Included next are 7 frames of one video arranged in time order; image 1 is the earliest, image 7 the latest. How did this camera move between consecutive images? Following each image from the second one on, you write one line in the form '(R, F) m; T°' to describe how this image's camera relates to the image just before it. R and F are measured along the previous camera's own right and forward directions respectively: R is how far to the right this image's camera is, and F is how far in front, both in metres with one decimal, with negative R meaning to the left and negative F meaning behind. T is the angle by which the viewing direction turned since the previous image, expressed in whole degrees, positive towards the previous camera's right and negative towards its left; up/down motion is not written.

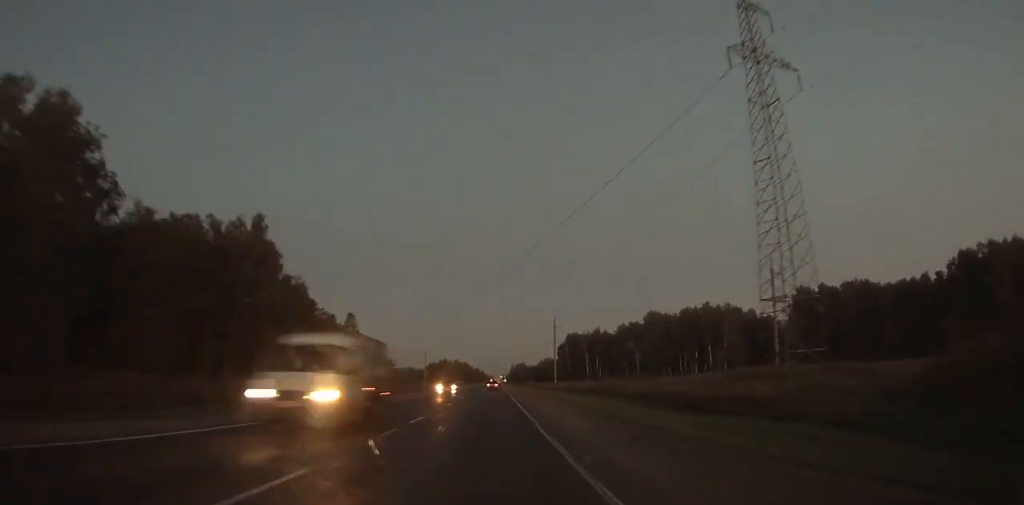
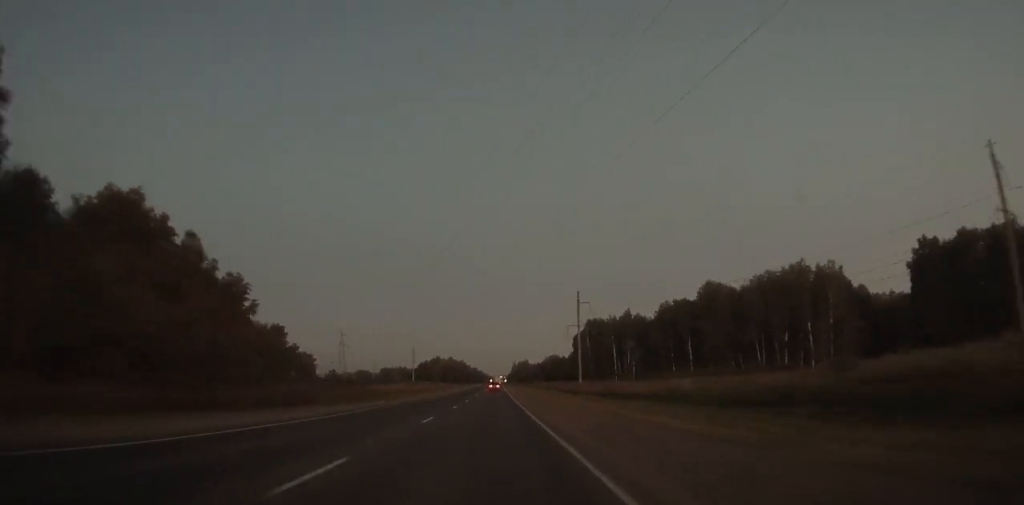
(-0.1, +60.0) m; 0°
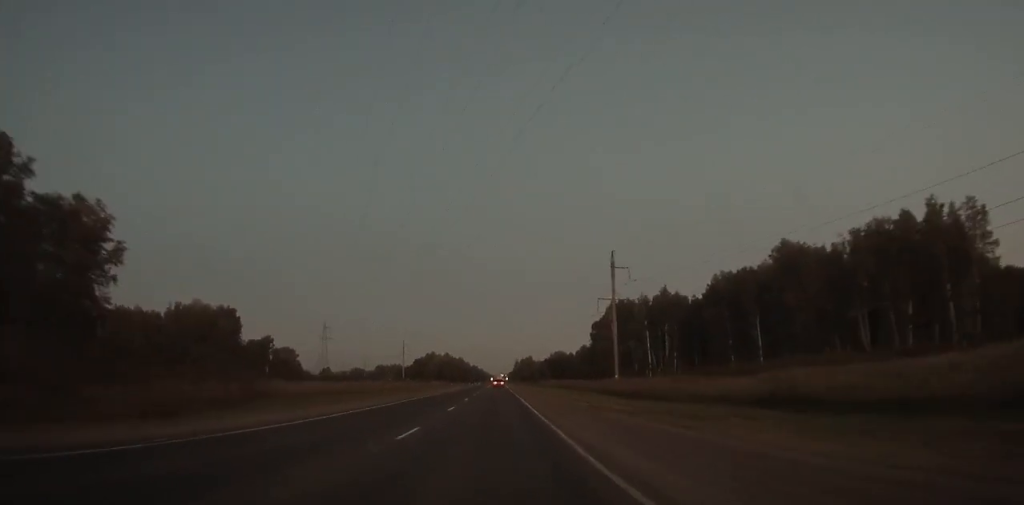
(-0.1, +43.0) m; 0°
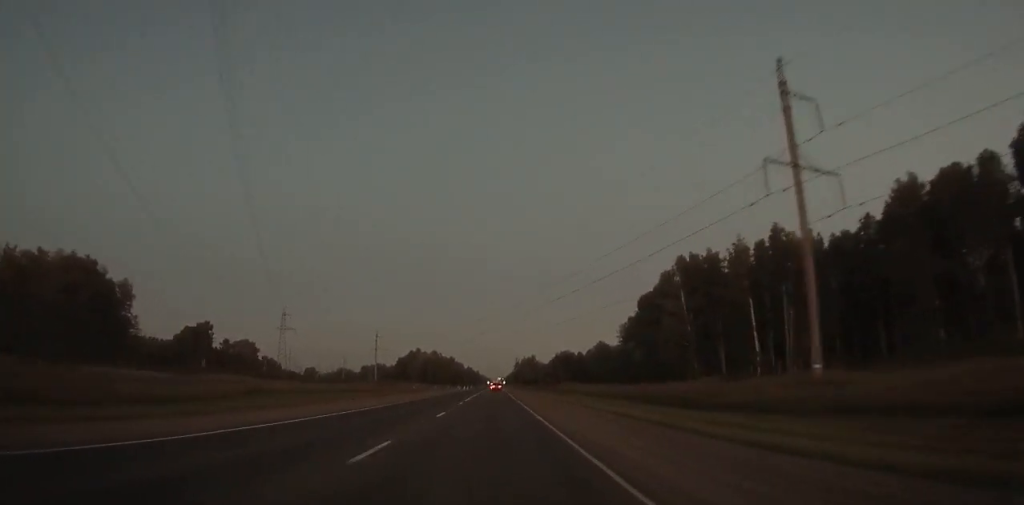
(0.0, +65.0) m; 0°
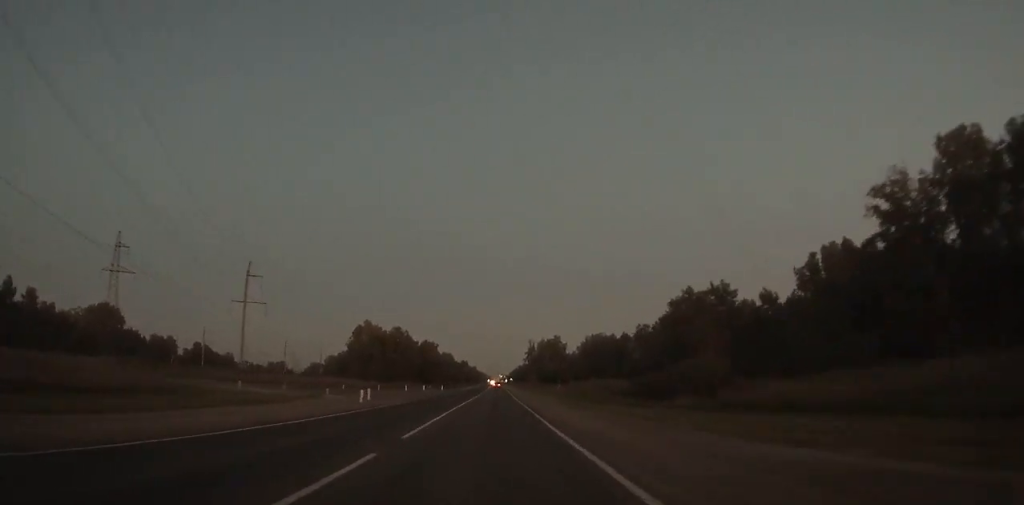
(+0.1, +134.6) m; 0°
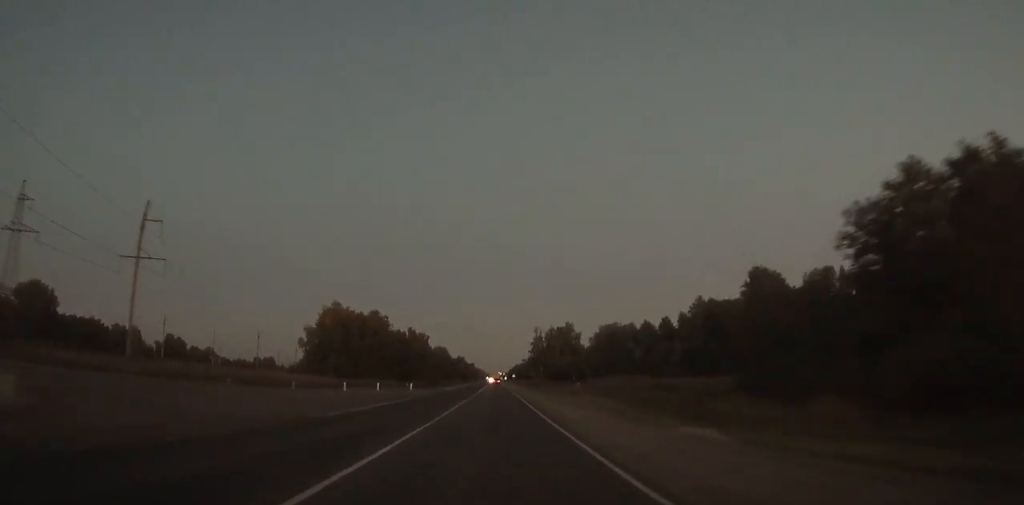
(0.0, +38.7) m; 0°
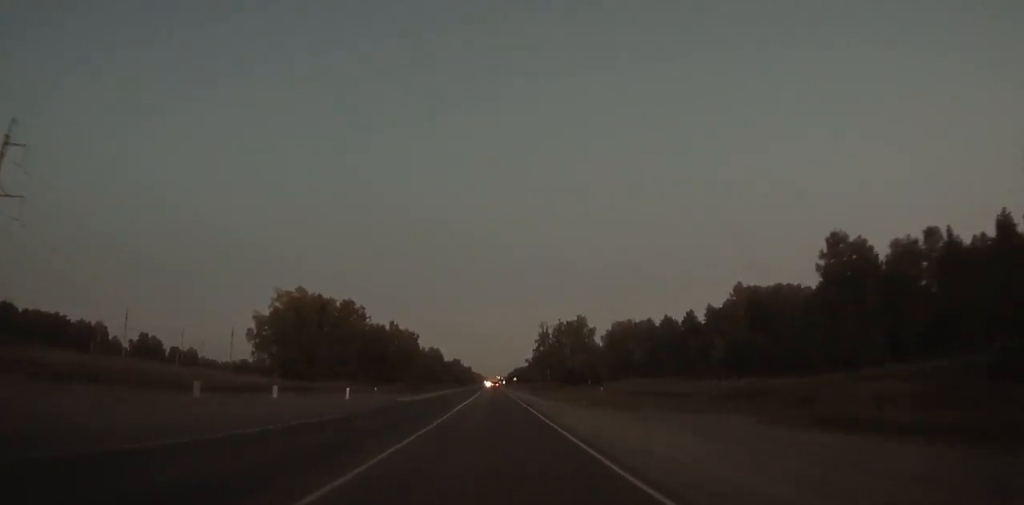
(0.0, +29.9) m; 0°
